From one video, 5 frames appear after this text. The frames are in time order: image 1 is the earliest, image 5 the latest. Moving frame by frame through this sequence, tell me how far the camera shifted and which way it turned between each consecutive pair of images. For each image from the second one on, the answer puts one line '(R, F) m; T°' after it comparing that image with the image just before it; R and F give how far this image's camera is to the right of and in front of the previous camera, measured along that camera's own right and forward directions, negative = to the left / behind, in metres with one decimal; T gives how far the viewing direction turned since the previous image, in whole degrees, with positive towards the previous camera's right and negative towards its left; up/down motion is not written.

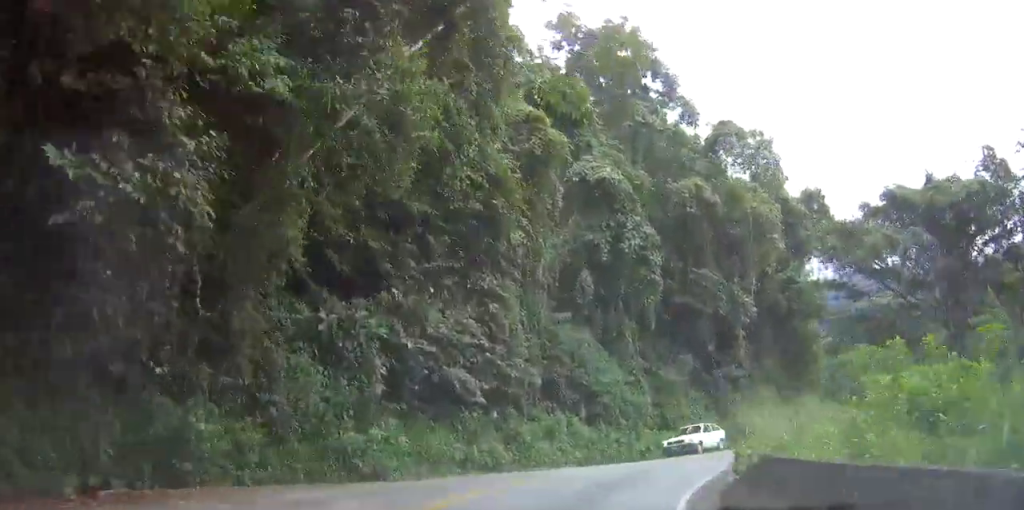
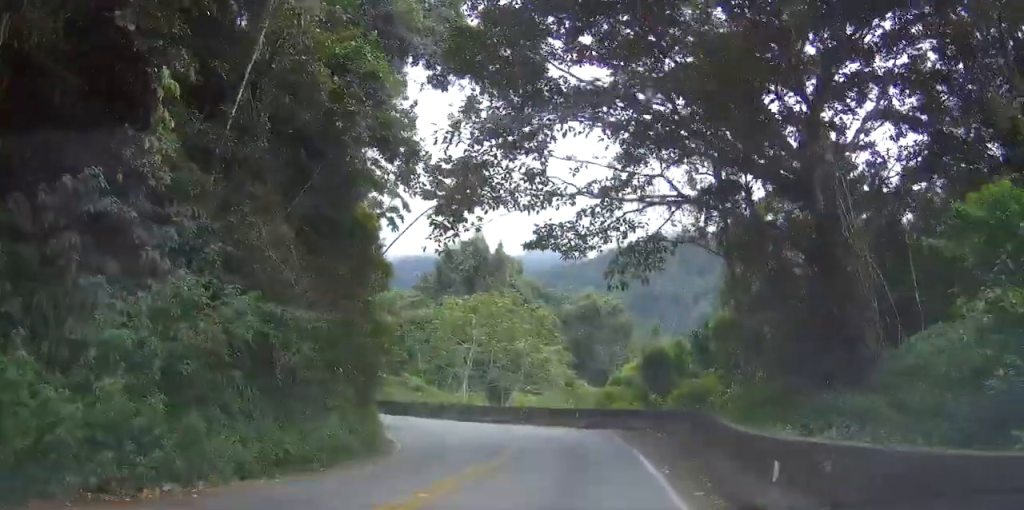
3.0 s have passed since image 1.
(0.0, +33.7) m; +1°
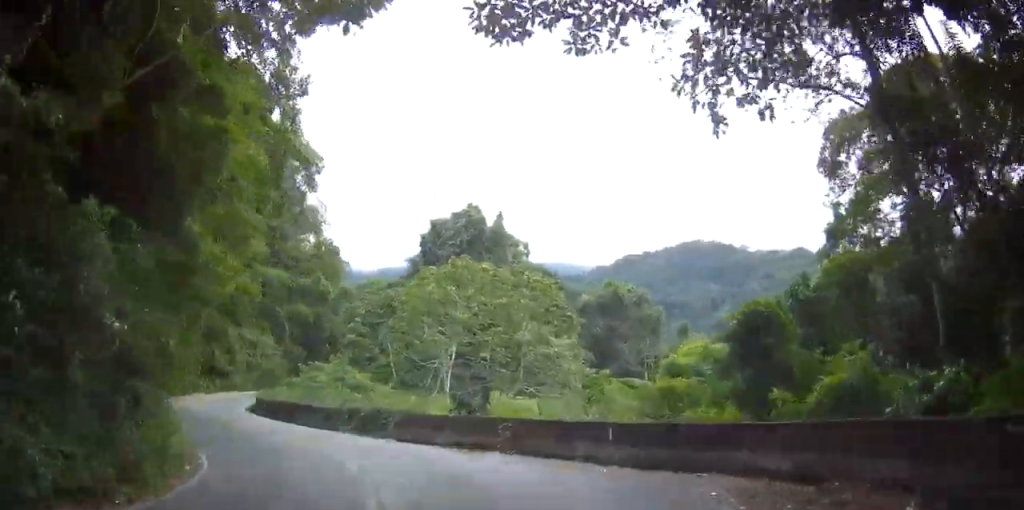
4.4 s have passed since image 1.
(+0.2, +15.6) m; +1°
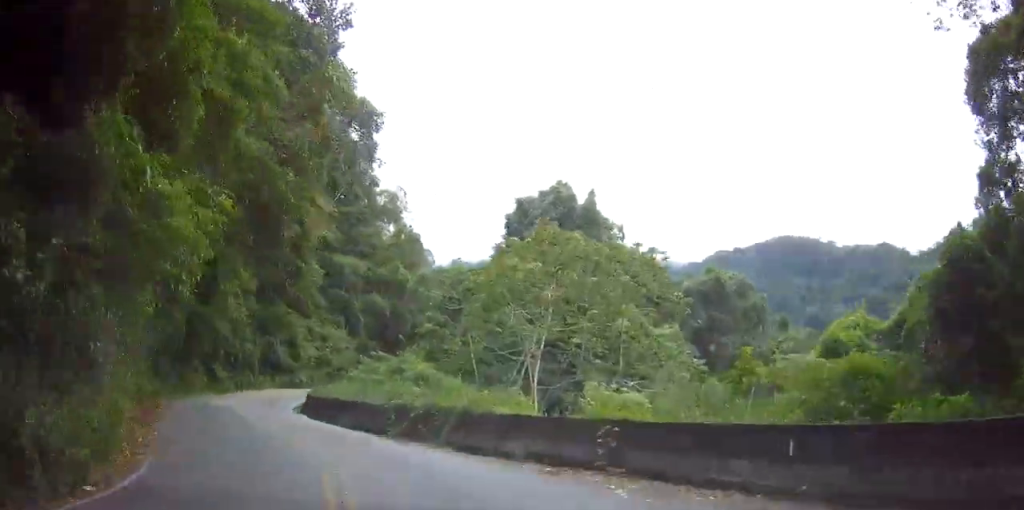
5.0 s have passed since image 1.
(0.0, +6.3) m; 0°
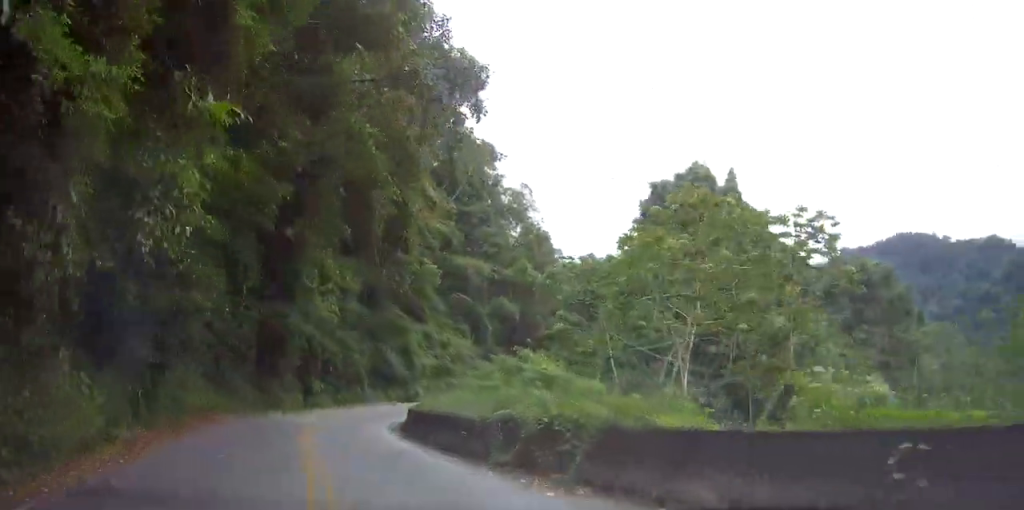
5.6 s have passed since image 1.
(0.0, +6.6) m; 0°
